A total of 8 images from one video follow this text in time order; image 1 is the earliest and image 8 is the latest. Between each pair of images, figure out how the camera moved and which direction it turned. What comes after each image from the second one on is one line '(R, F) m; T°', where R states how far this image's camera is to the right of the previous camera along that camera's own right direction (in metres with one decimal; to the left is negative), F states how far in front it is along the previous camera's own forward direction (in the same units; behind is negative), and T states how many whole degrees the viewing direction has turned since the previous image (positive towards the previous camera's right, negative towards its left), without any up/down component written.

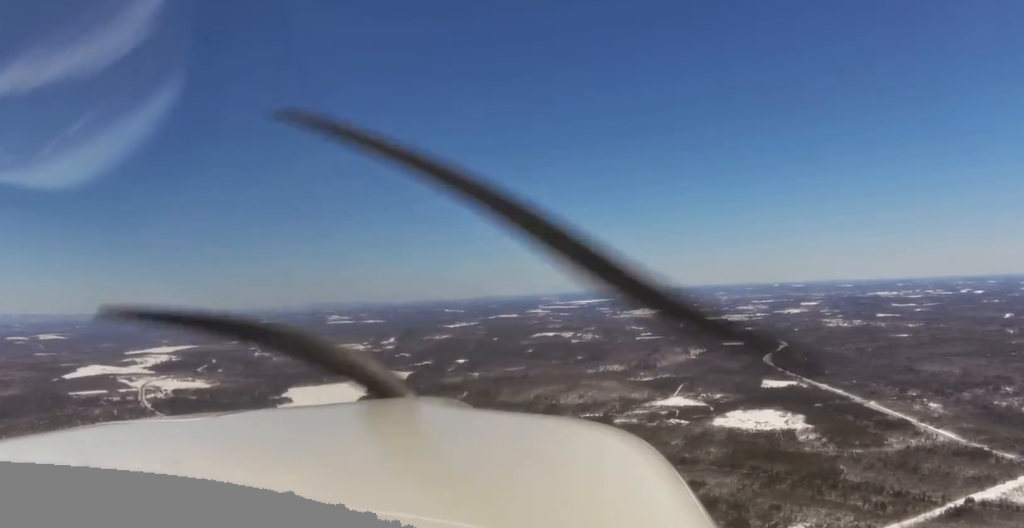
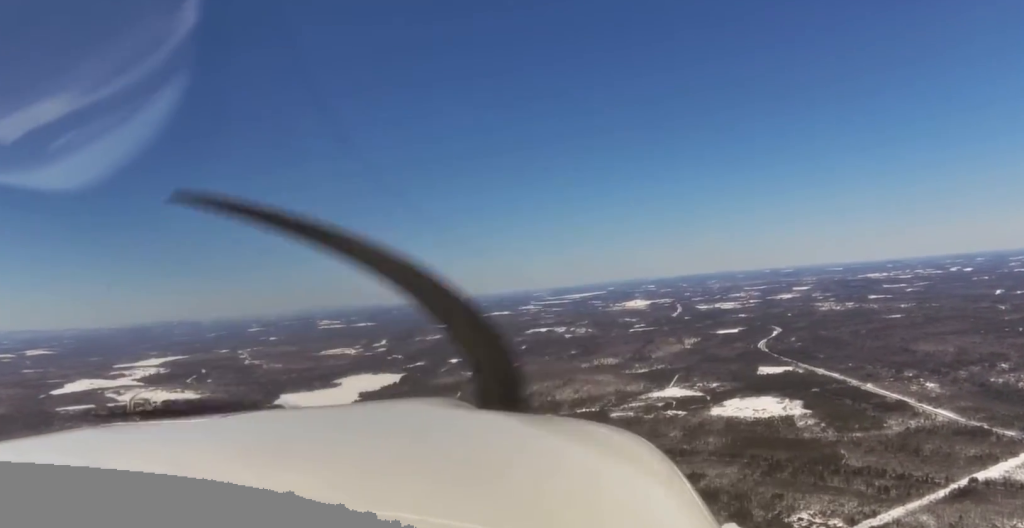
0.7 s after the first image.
(0.0, +37.3) m; 0°
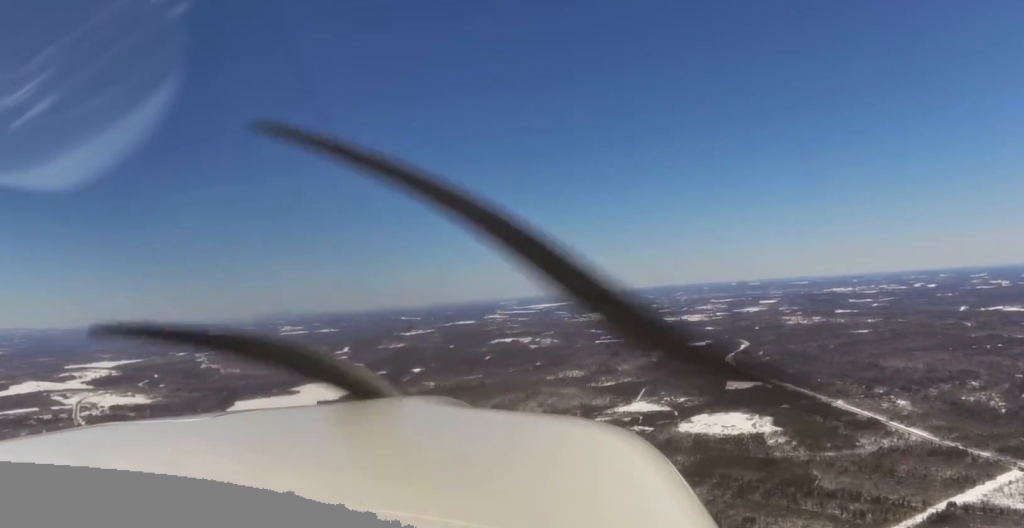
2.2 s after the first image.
(-0.6, +80.2) m; 0°
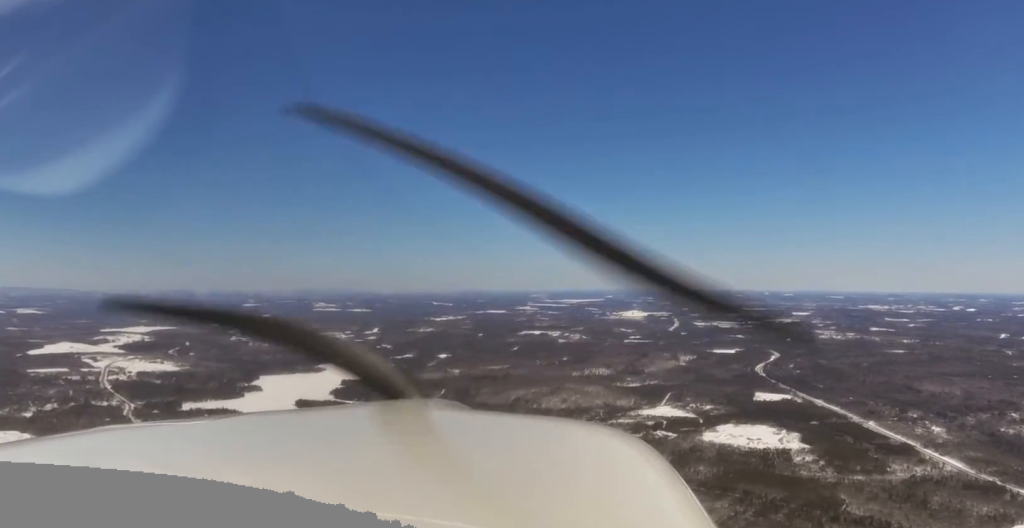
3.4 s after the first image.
(+0.1, +62.3) m; +1°
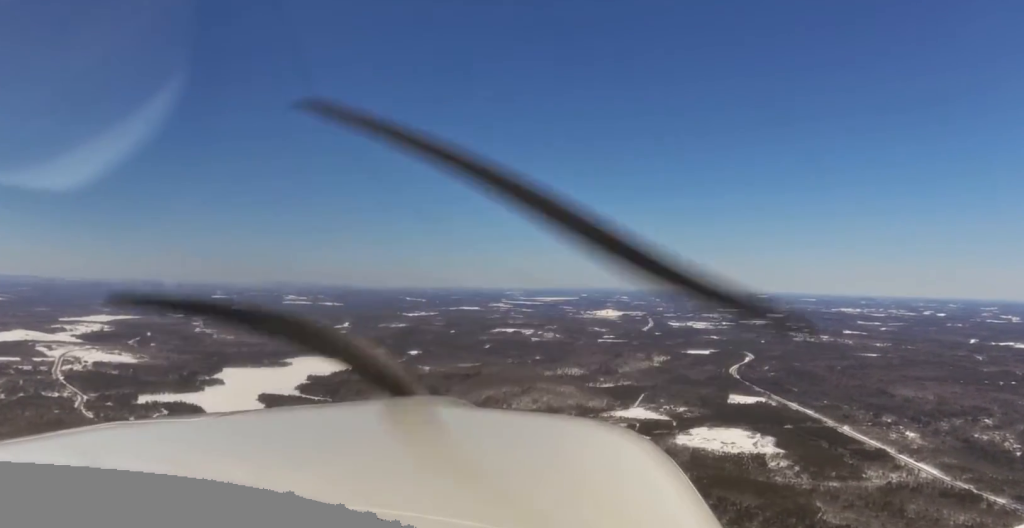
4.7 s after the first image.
(+0.7, +64.3) m; 0°
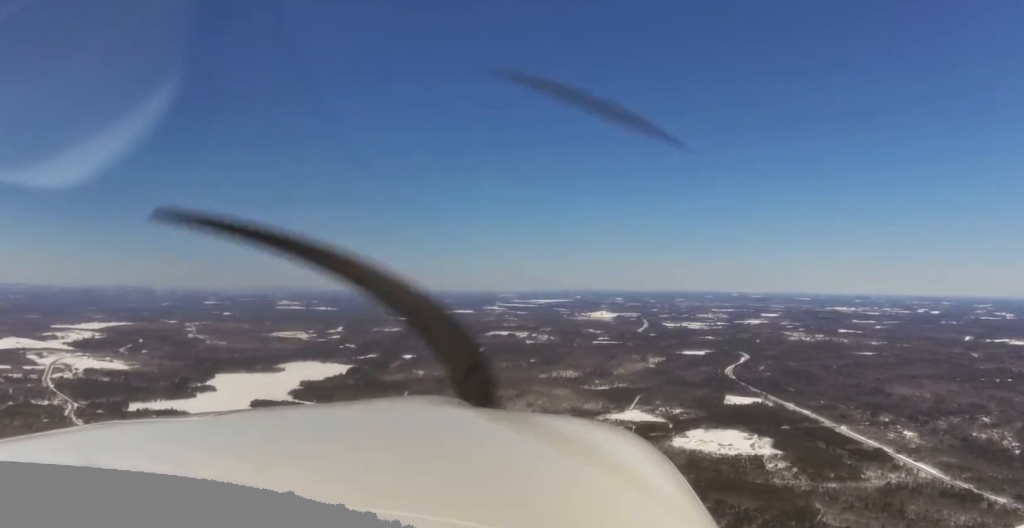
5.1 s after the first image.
(-0.2, +22.8) m; 0°
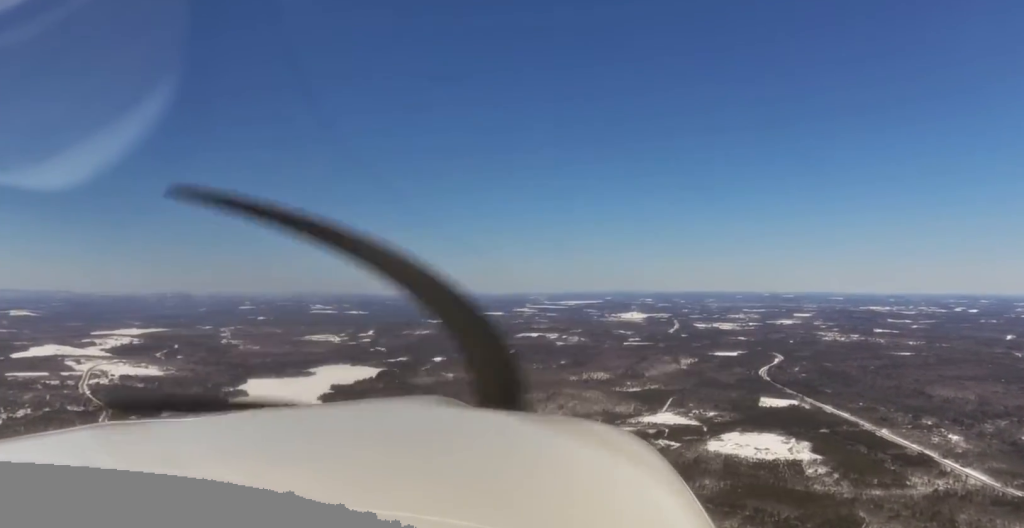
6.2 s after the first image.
(-0.4, +57.9) m; +1°
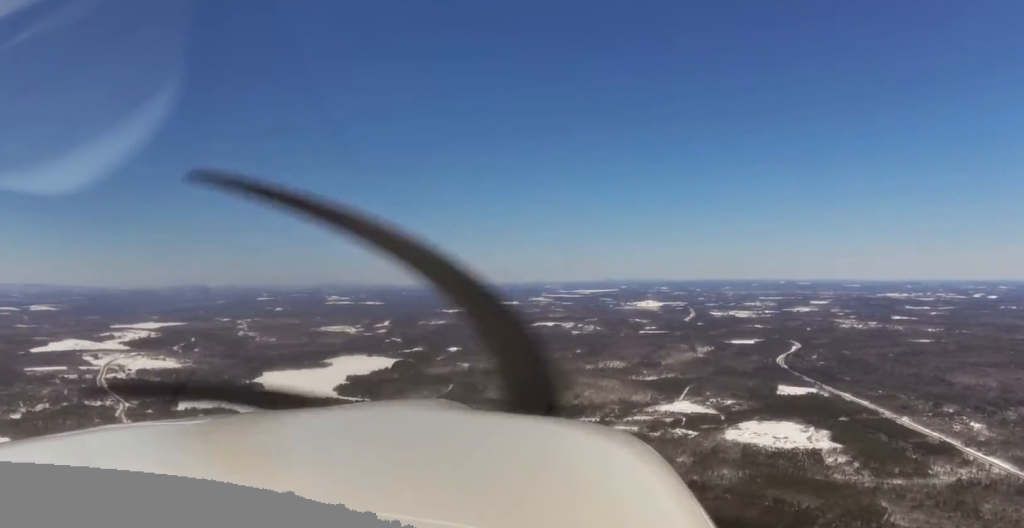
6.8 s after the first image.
(-0.1, +29.8) m; +1°
